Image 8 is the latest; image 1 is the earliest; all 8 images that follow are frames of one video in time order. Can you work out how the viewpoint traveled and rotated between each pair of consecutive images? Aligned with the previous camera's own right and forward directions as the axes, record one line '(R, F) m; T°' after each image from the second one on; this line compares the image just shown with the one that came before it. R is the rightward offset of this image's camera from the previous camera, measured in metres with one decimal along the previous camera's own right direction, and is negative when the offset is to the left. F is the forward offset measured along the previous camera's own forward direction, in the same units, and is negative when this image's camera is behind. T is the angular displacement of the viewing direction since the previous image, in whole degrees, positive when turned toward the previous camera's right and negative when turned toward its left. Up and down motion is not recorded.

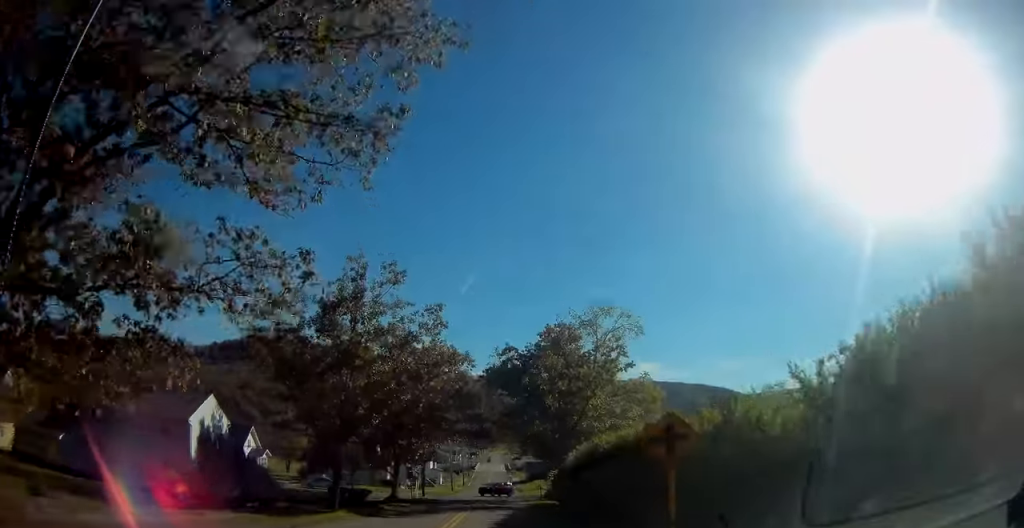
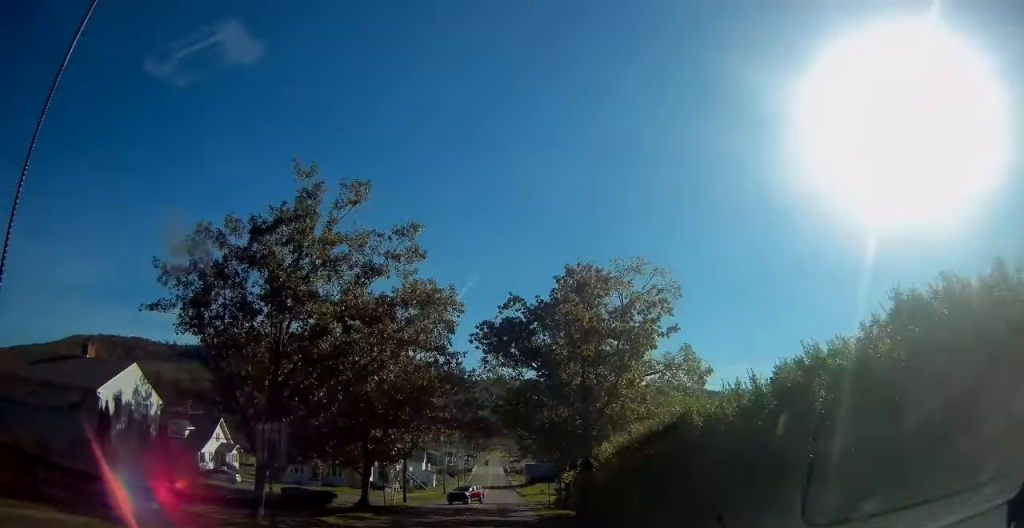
(+0.1, +11.4) m; +2°
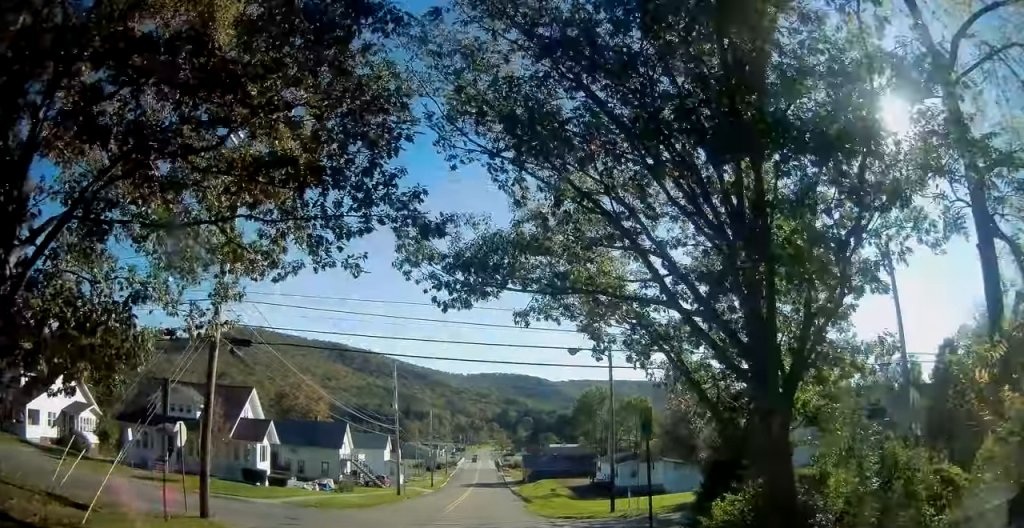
(+0.6, +33.4) m; +1°
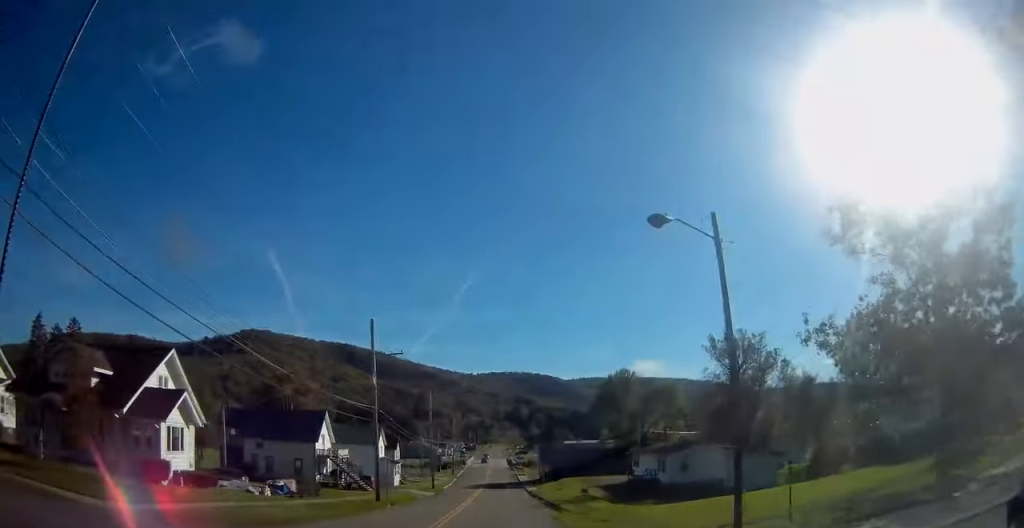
(-0.2, +15.0) m; -2°
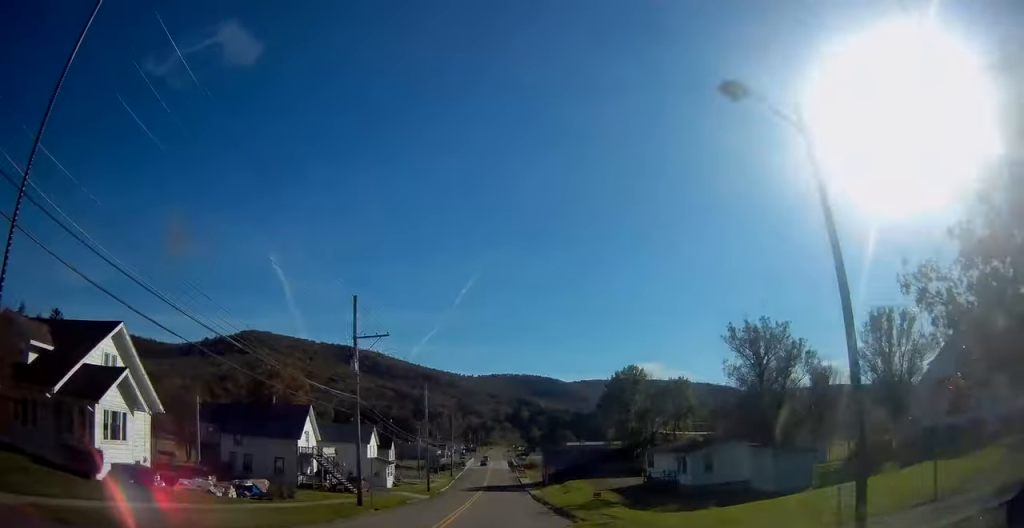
(-0.2, +5.8) m; 0°
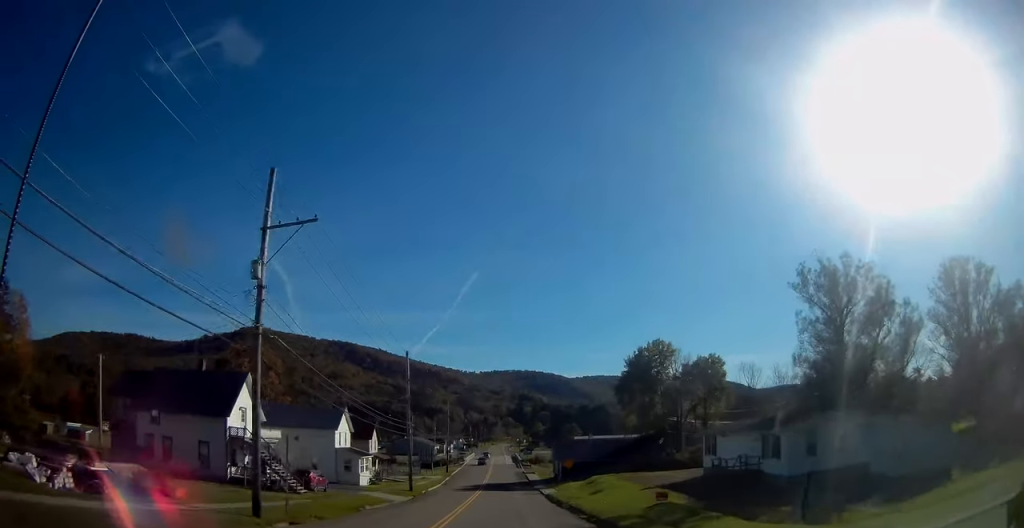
(+0.2, +16.0) m; +2°
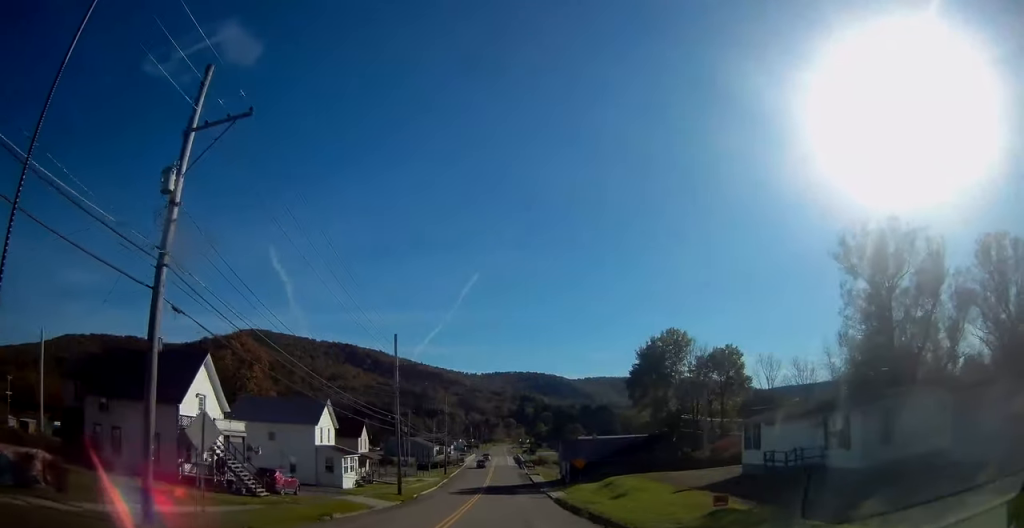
(0.0, +7.1) m; 0°
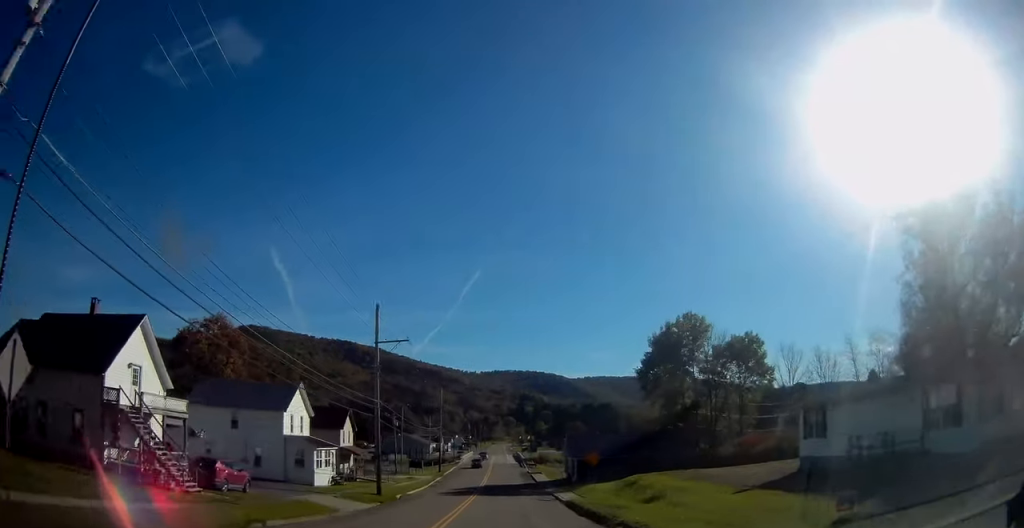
(0.0, +8.0) m; 0°
